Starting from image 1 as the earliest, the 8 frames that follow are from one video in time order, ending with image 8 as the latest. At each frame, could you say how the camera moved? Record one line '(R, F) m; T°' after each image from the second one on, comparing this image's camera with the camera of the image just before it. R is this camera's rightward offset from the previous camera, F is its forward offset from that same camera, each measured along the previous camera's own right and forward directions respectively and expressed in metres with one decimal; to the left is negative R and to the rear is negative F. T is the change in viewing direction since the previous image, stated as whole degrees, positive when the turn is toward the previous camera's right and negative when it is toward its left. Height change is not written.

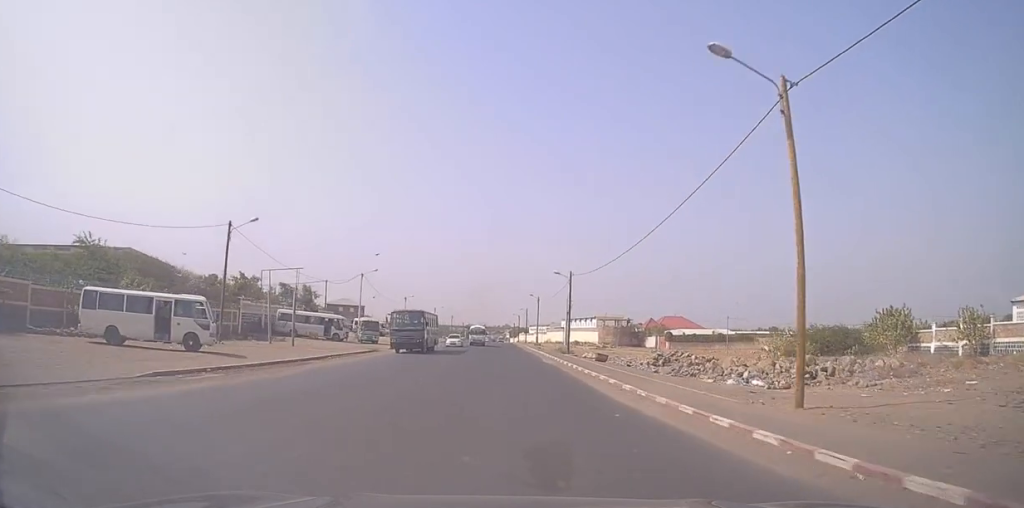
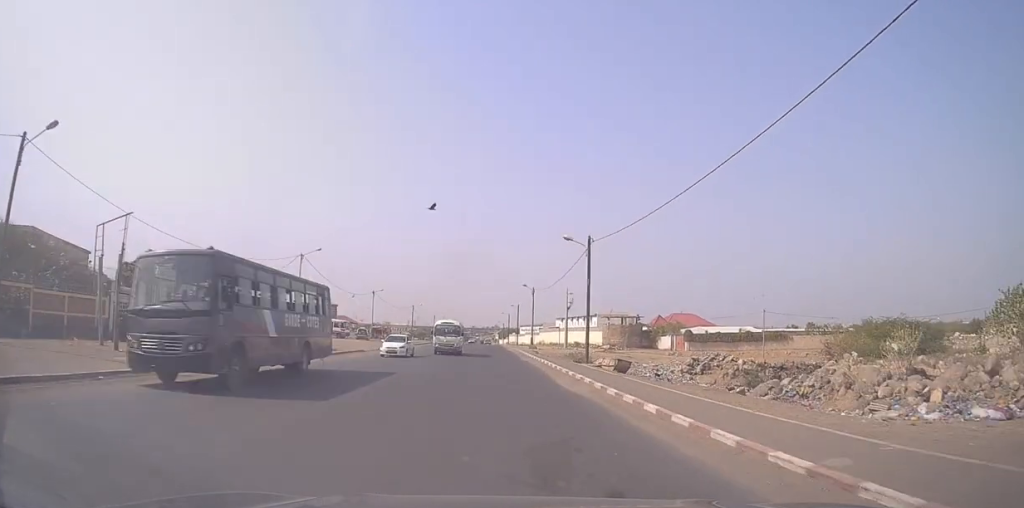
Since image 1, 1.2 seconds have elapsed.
(+0.5, +19.2) m; +4°
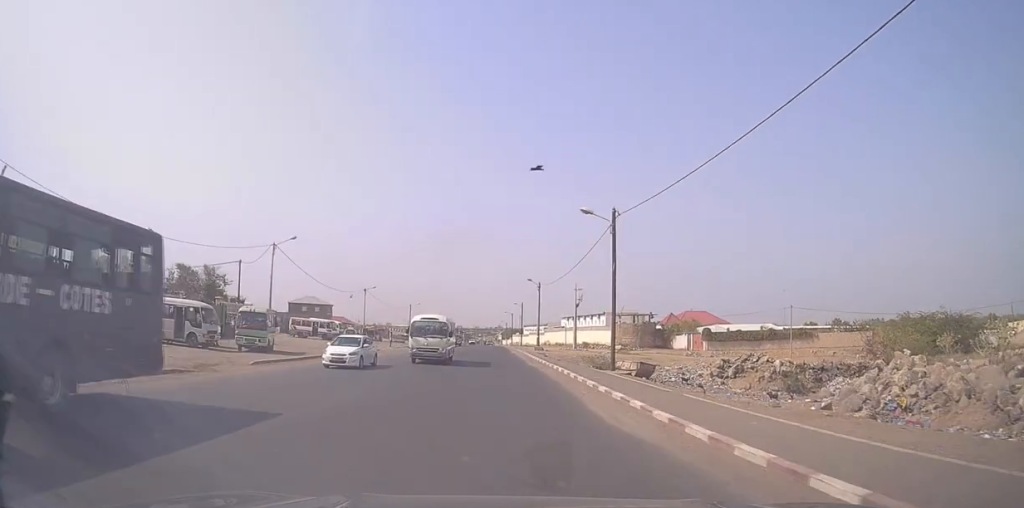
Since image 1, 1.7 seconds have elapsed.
(+0.2, +7.8) m; -1°
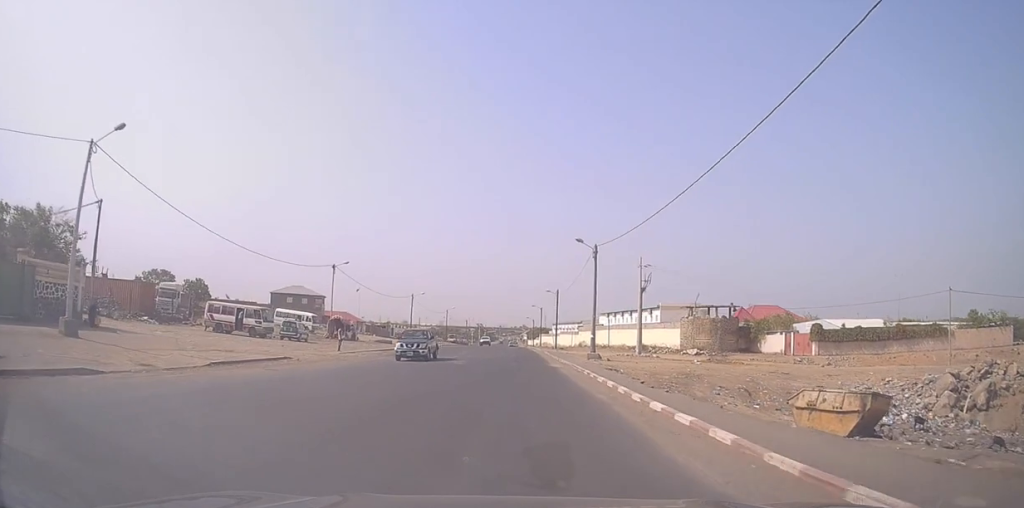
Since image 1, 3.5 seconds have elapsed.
(-0.9, +27.8) m; -3°
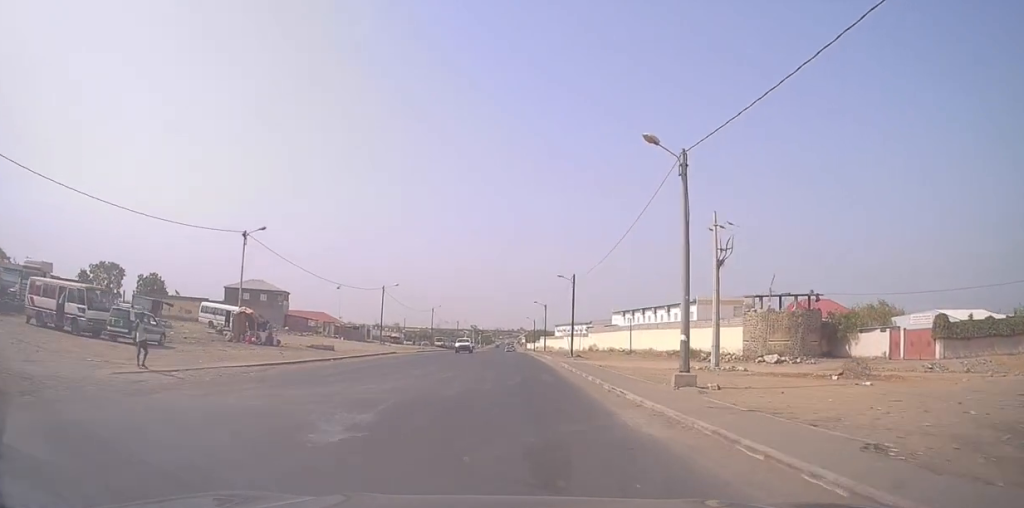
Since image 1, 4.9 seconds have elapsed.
(-0.3, +21.7) m; +1°
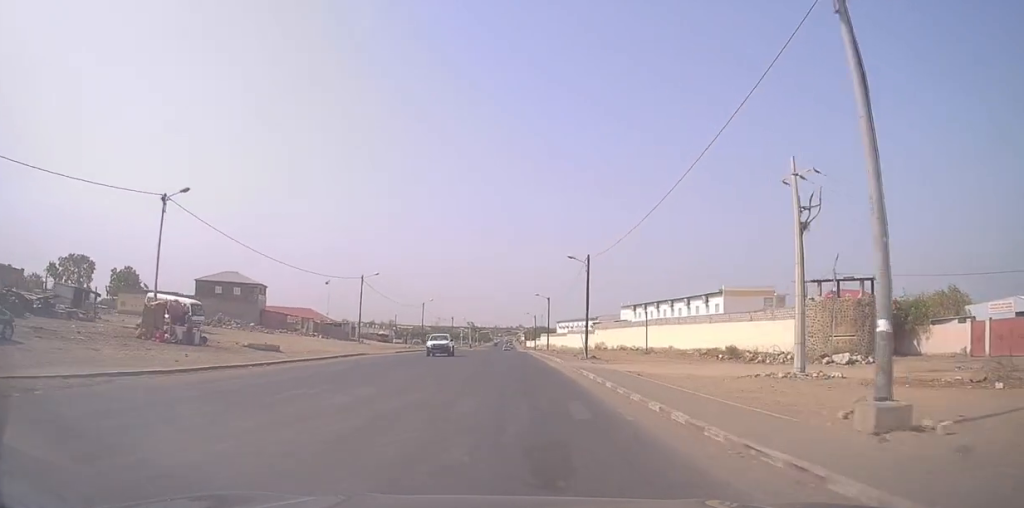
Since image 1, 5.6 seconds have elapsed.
(+0.2, +10.9) m; +1°
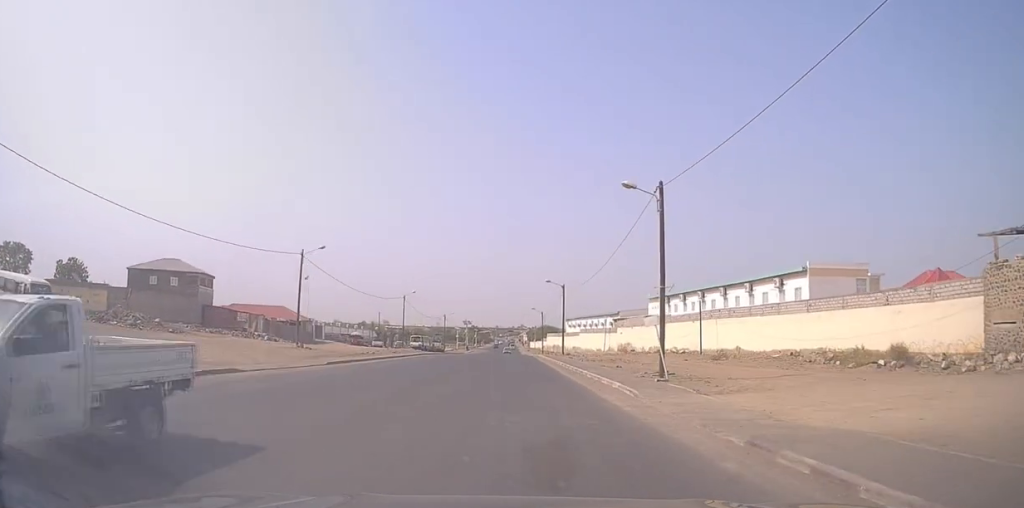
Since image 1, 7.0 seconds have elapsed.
(-0.2, +21.0) m; -2°
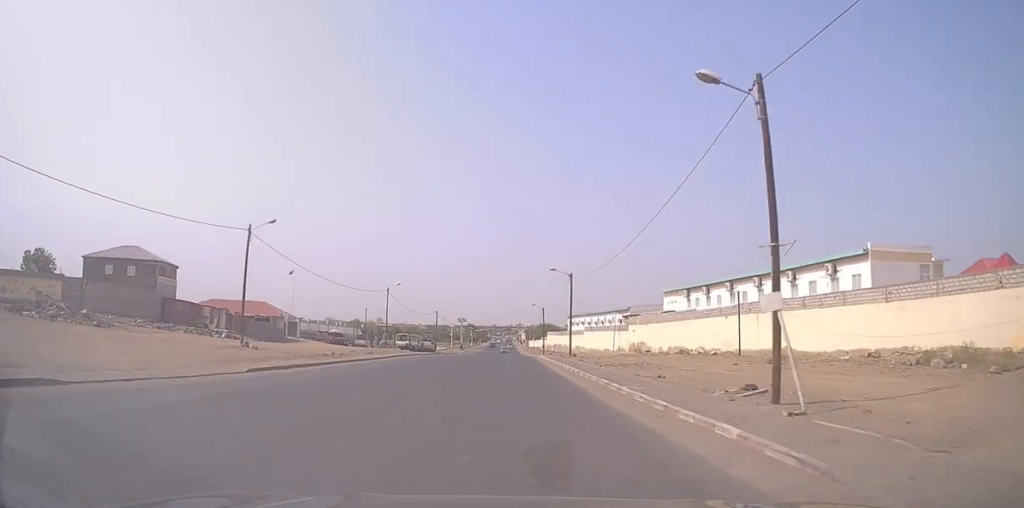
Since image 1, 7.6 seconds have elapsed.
(-0.1, +10.1) m; 0°
